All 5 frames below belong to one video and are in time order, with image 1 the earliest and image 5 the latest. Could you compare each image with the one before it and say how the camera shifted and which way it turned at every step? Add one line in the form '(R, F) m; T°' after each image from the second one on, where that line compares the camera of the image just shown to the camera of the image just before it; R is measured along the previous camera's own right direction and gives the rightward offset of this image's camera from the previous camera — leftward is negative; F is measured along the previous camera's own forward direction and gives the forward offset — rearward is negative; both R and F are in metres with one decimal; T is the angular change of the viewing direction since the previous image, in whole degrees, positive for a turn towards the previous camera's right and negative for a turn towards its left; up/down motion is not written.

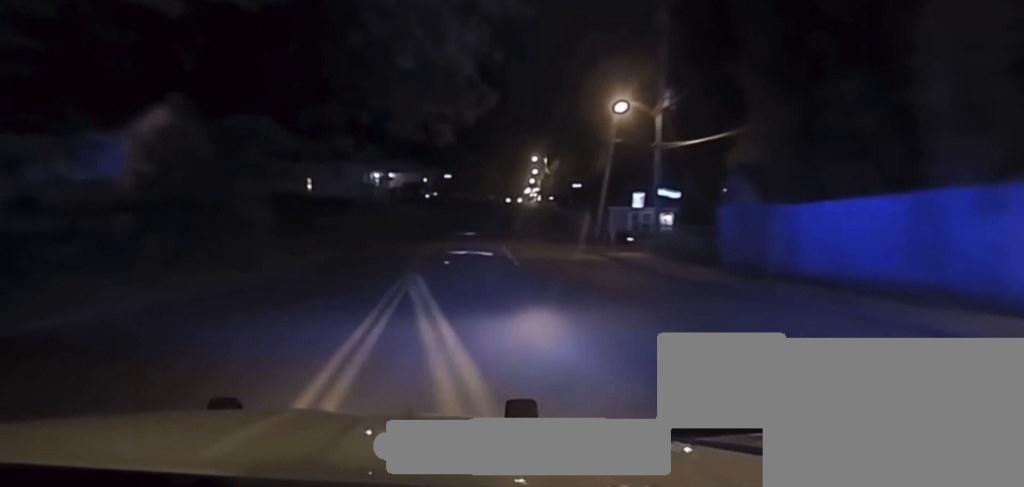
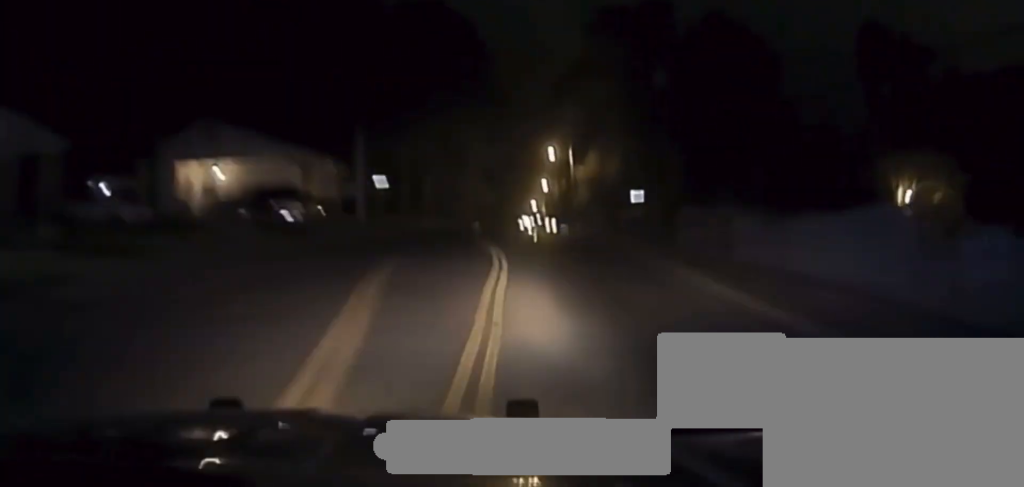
(-1.0, +72.0) m; 0°
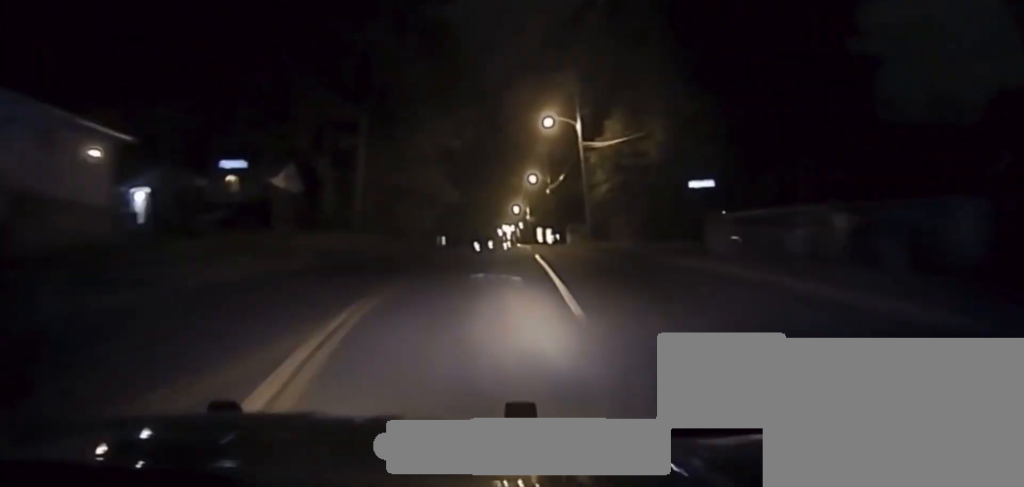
(+0.4, +31.1) m; +1°
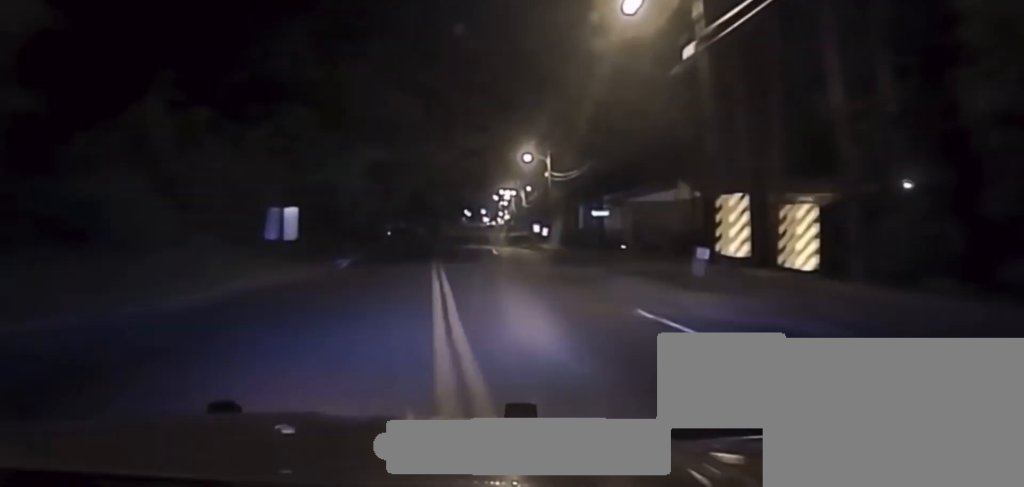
(+0.9, +62.9) m; +1°
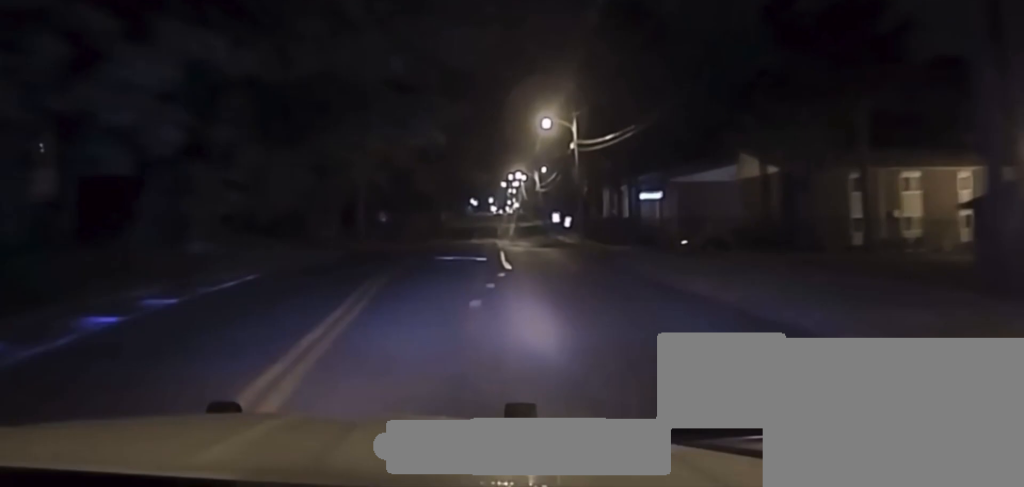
(0.0, +21.6) m; 0°
